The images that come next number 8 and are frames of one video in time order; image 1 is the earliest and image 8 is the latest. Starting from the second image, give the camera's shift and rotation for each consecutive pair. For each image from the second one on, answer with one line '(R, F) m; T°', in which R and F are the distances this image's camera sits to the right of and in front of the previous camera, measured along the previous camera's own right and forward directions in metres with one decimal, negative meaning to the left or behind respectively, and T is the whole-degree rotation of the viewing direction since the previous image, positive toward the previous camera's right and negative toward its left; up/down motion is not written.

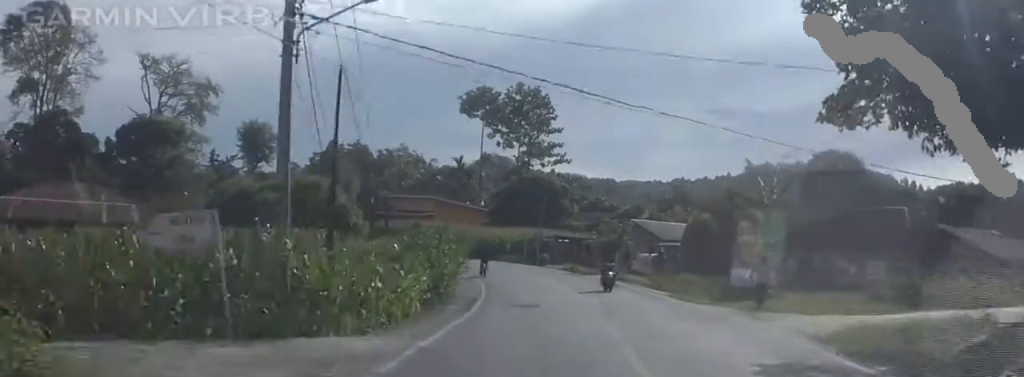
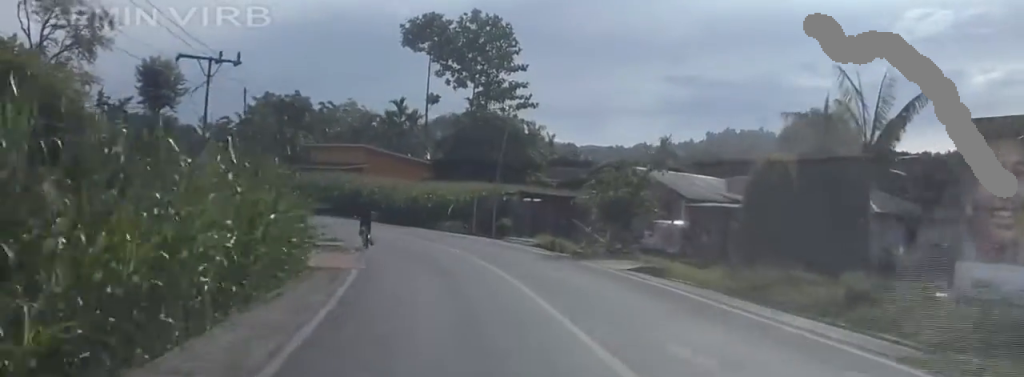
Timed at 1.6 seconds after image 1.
(-1.7, +22.5) m; -10°
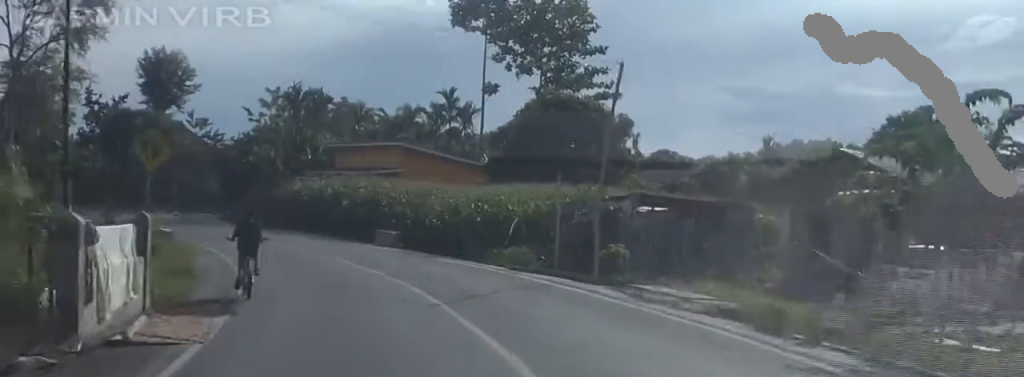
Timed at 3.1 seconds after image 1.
(-1.1, +19.1) m; -1°
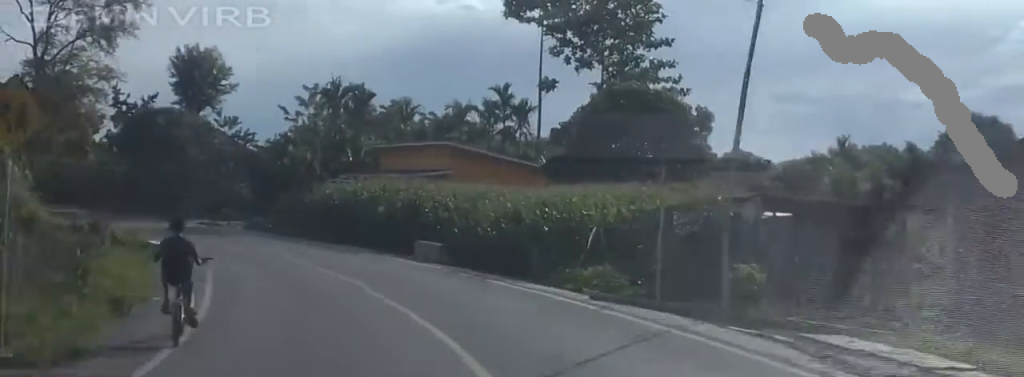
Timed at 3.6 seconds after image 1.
(+0.7, +6.6) m; 0°
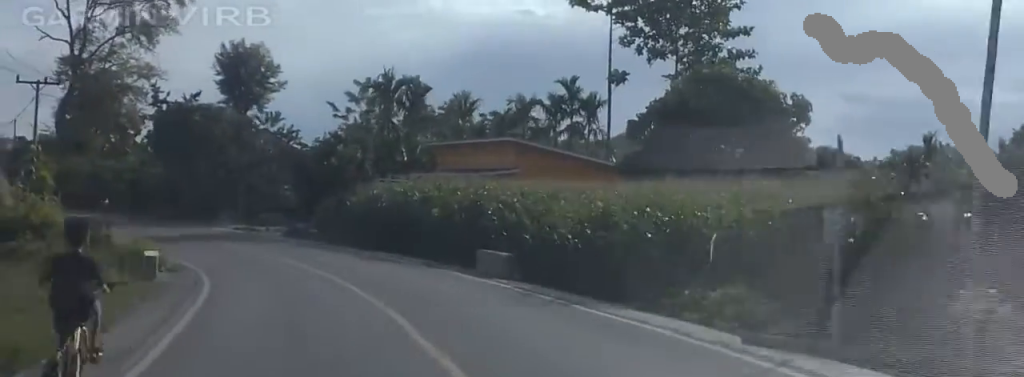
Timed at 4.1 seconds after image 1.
(-0.3, +5.5) m; -6°
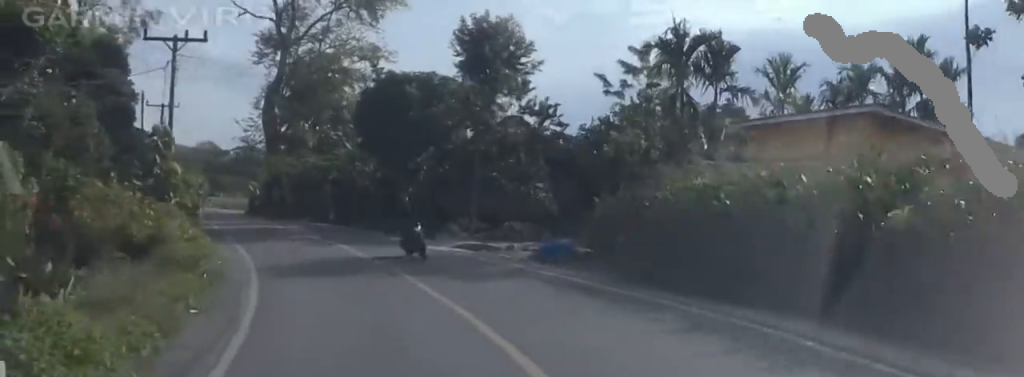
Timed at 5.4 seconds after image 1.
(-3.2, +16.5) m; -22°
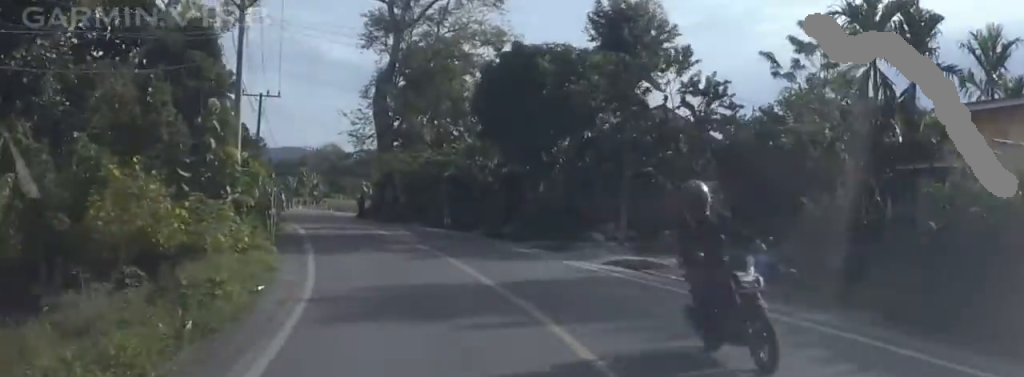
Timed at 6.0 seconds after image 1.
(-0.6, +7.5) m; -6°
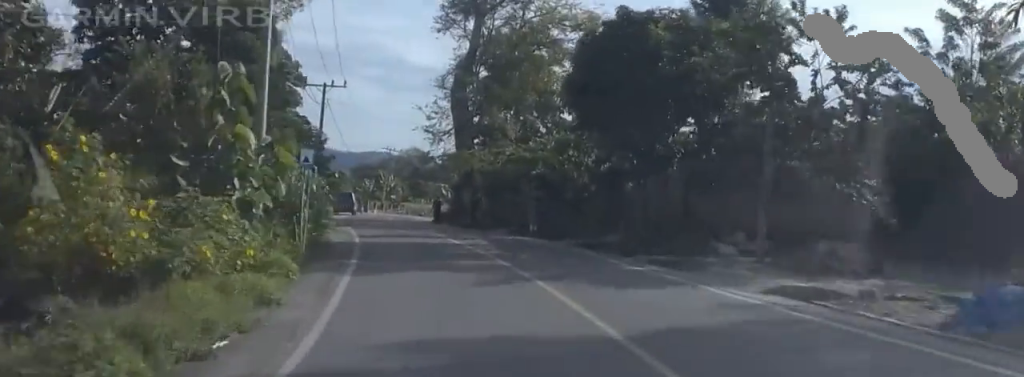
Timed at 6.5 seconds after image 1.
(-0.4, +6.1) m; -3°
